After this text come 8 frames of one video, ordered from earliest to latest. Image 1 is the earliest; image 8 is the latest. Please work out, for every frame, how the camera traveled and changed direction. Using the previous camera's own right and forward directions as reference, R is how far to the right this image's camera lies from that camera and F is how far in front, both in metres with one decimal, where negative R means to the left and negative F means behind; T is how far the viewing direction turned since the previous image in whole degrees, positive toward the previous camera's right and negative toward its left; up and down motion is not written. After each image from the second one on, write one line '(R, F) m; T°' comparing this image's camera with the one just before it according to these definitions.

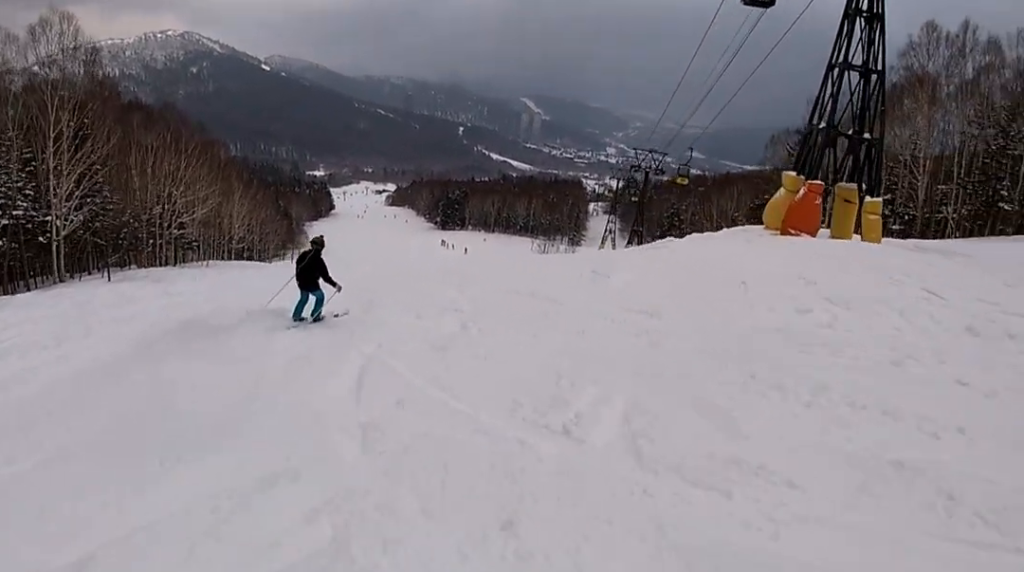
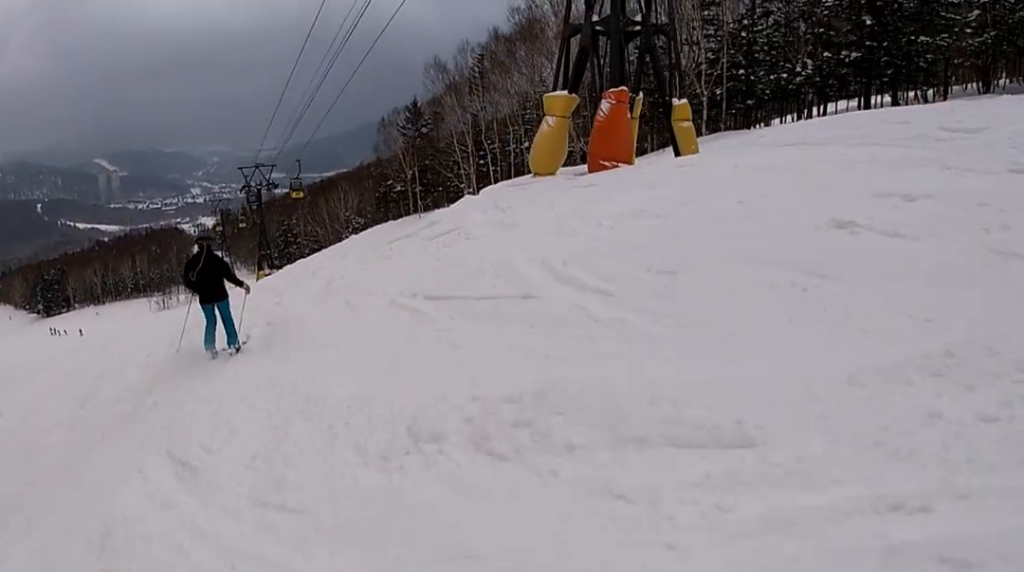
(+3.3, +7.7) m; +23°
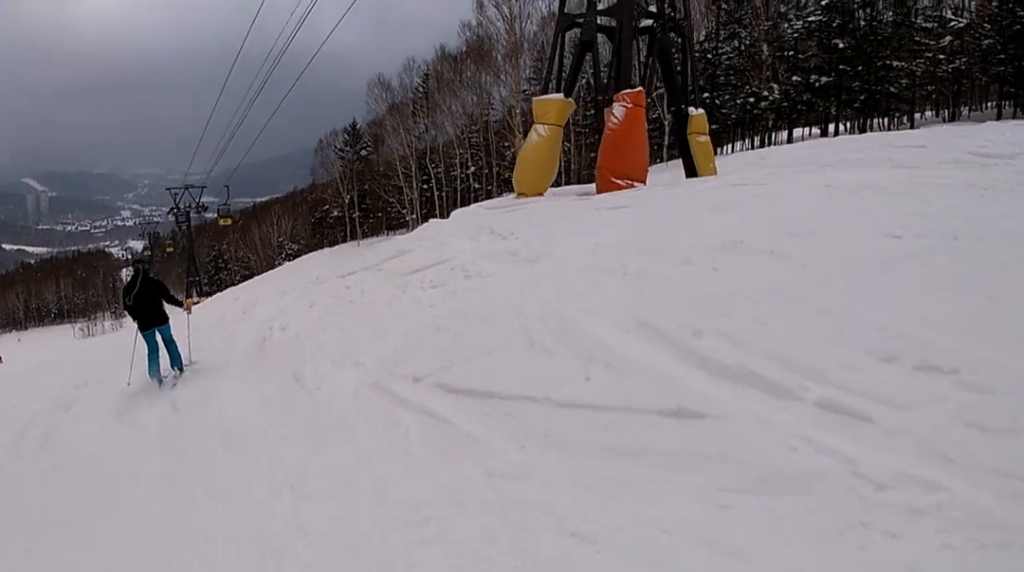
(-0.5, +3.1) m; 0°
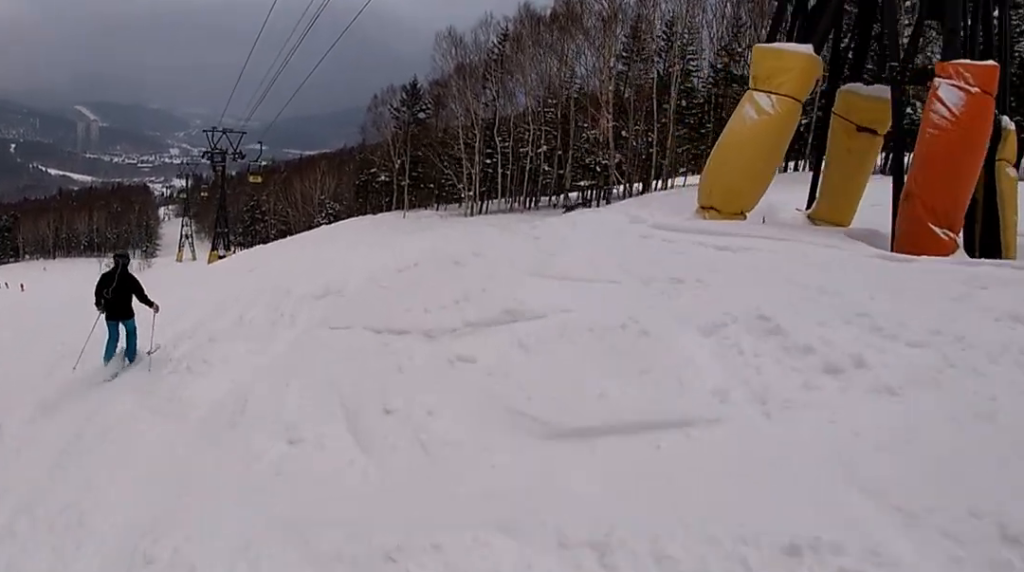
(+0.1, +6.1) m; +4°
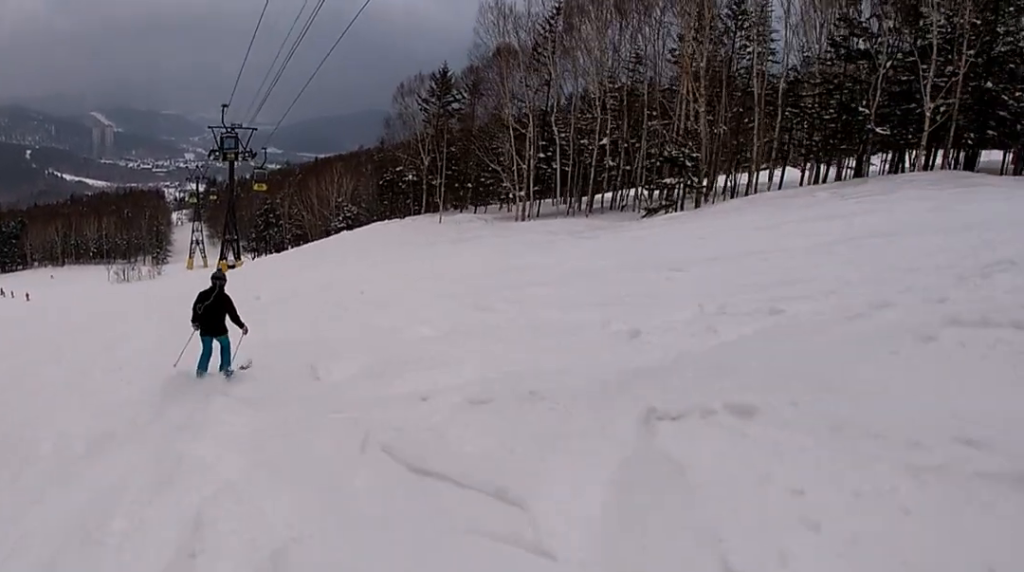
(+0.5, +7.1) m; +4°
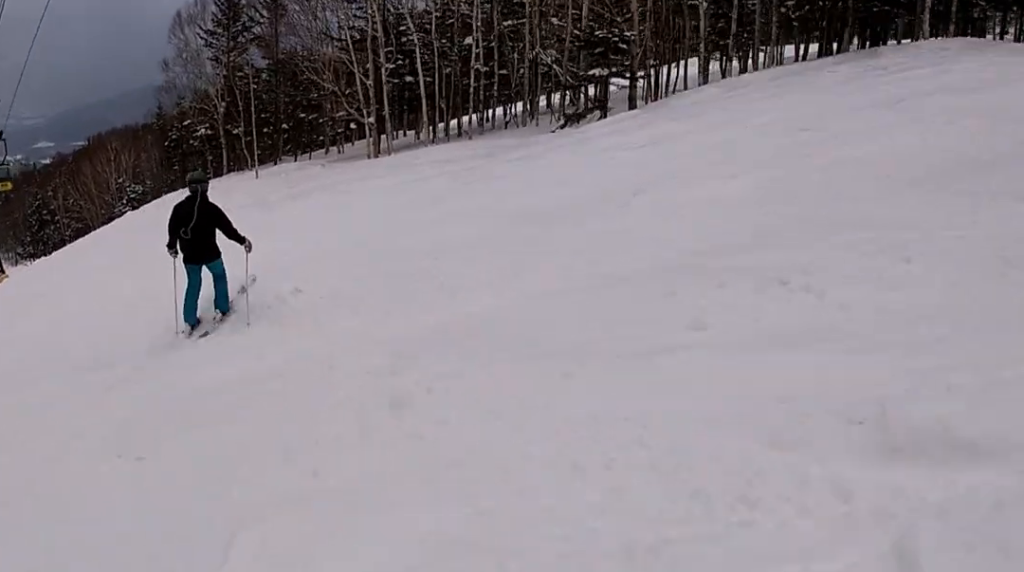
(+0.4, +8.9) m; +11°
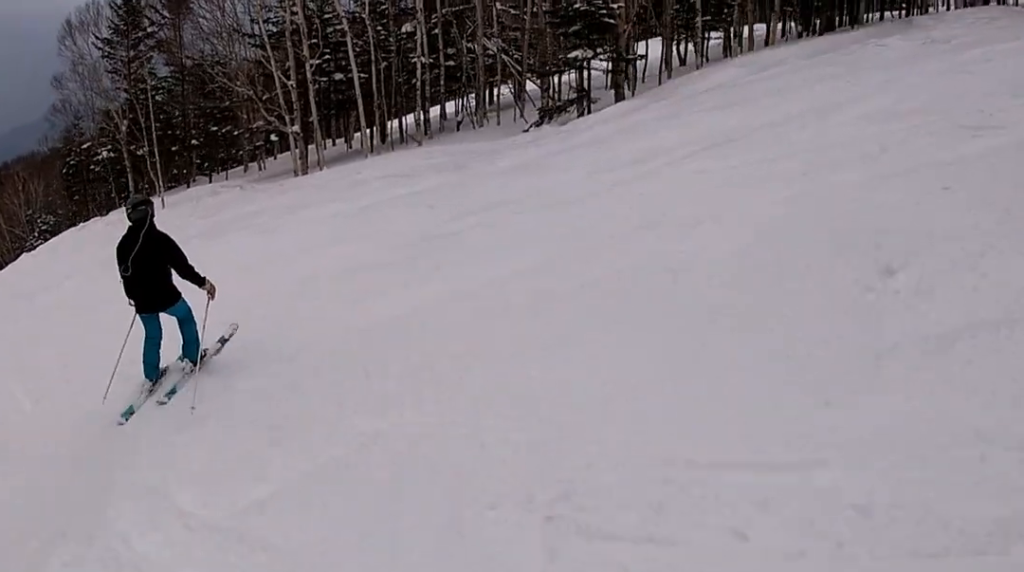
(+0.3, +4.2) m; +10°
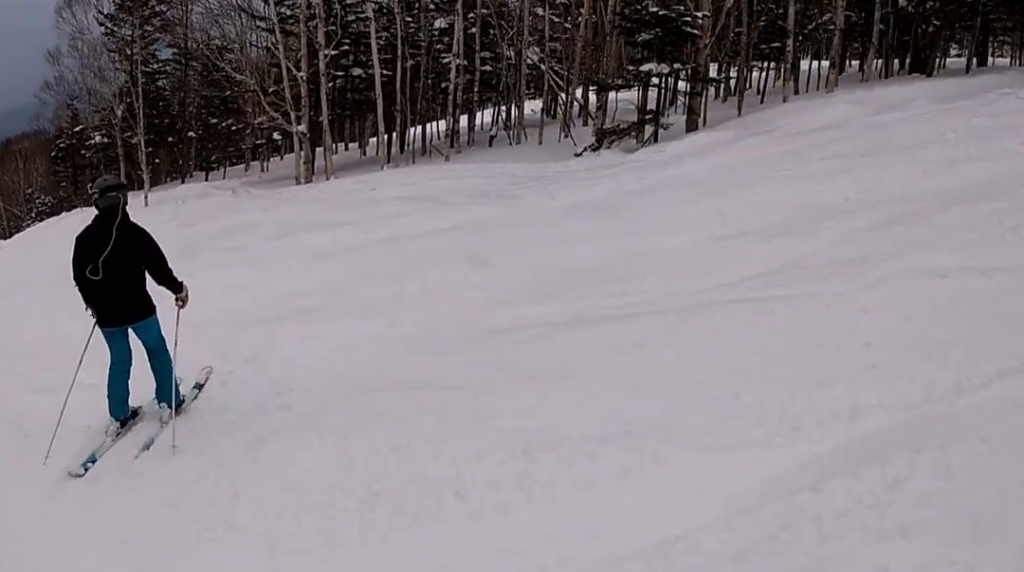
(+0.4, +2.9) m; -5°
